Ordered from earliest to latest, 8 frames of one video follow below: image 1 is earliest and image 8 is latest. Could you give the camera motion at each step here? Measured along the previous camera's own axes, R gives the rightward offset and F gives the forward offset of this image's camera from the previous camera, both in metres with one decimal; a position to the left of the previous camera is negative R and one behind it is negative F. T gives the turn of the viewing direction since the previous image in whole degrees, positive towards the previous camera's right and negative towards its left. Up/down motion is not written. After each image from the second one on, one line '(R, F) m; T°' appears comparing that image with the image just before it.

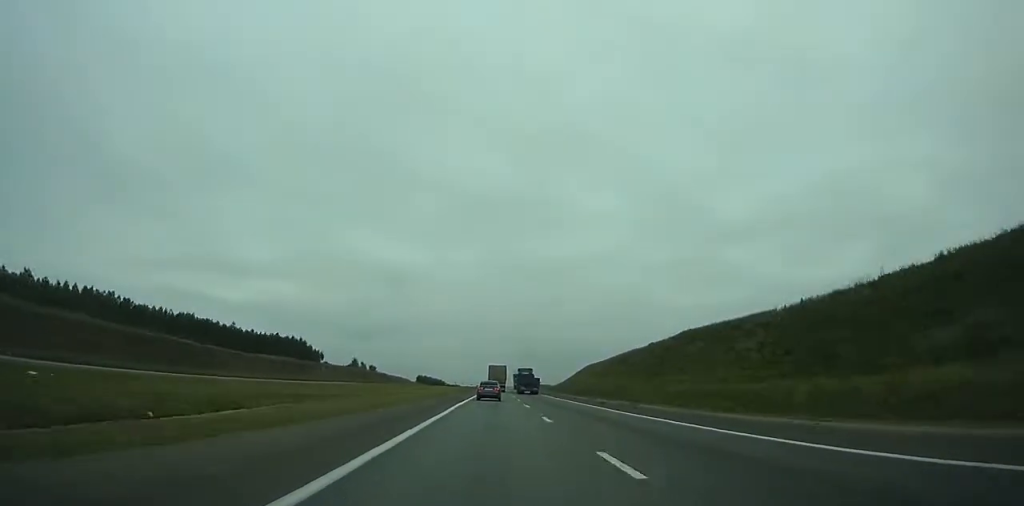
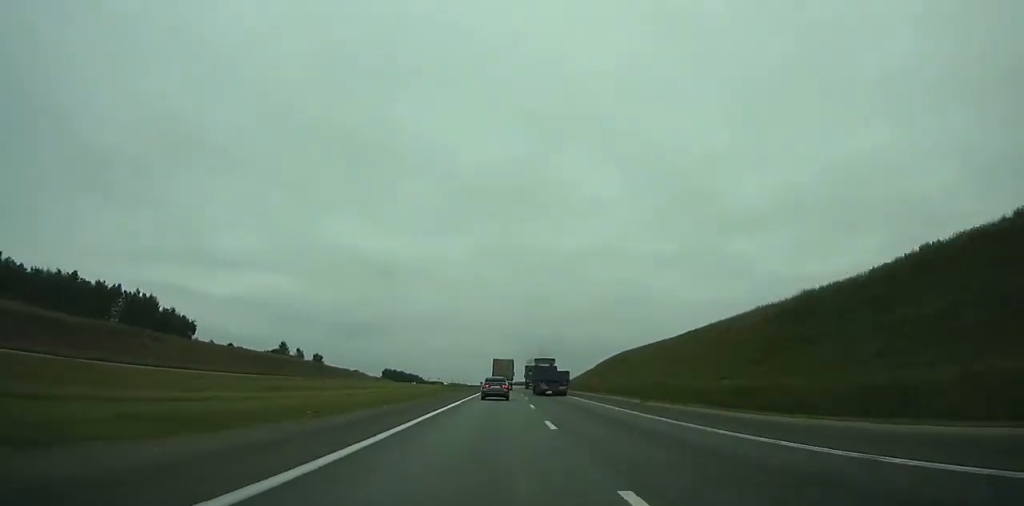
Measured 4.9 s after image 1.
(+2.2, +120.7) m; +2°
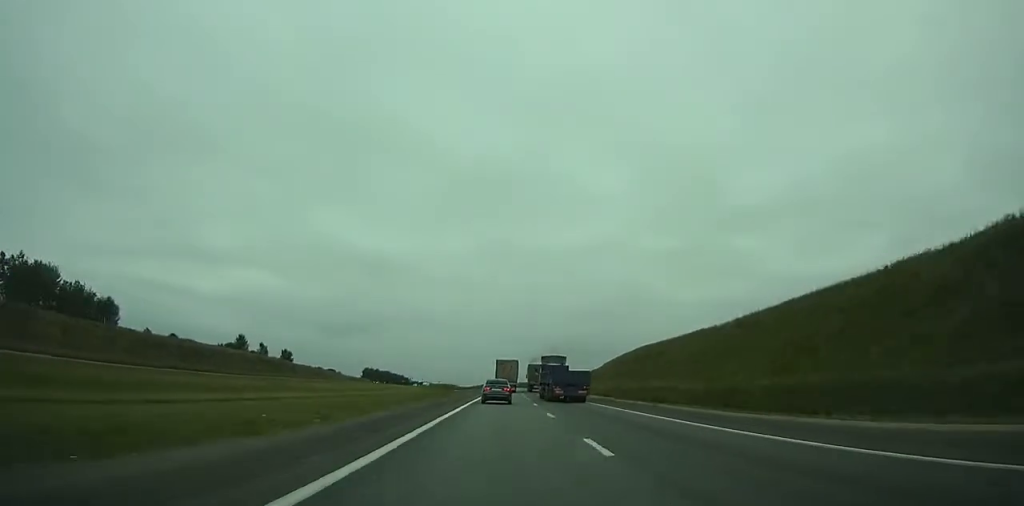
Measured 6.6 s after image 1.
(+0.3, +41.1) m; +1°
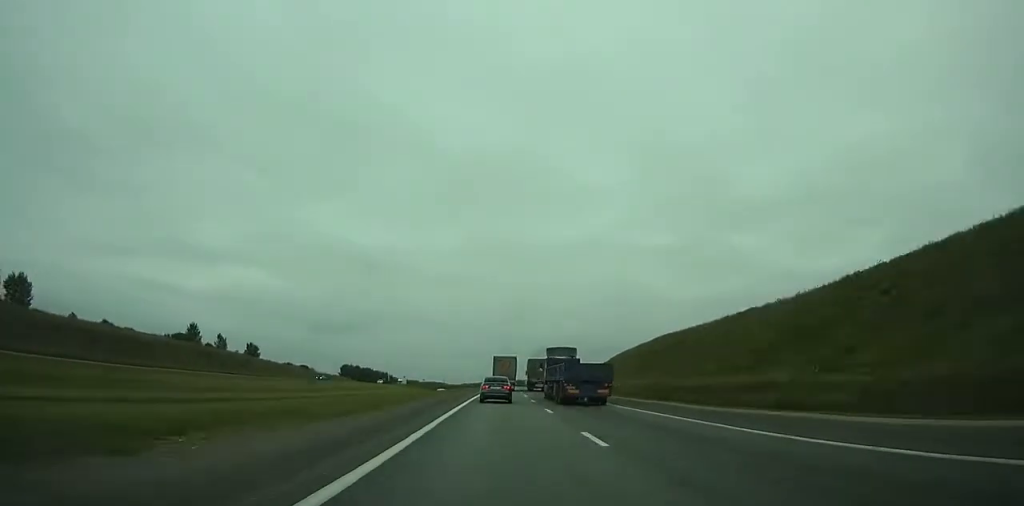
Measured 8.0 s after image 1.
(+0.1, +33.6) m; +1°
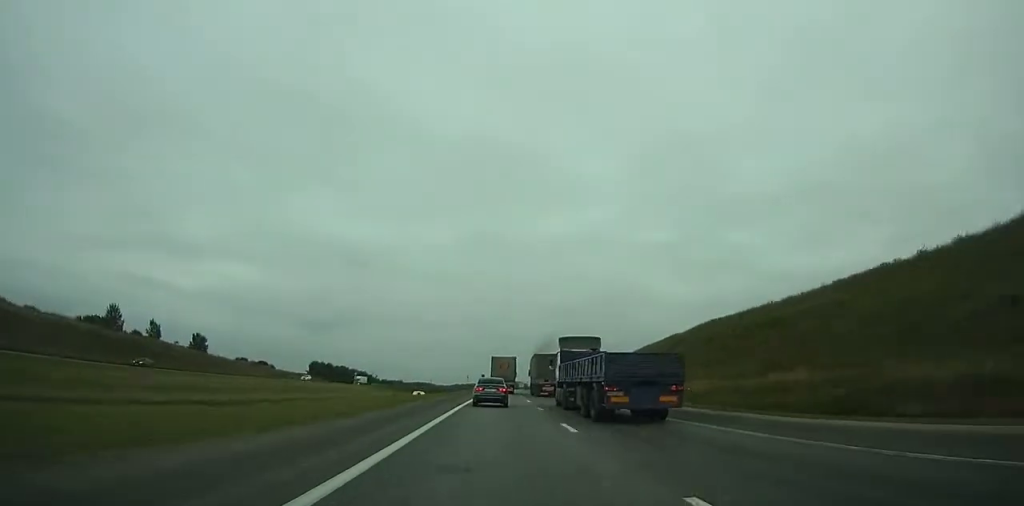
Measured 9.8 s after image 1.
(+0.4, +42.6) m; +1°
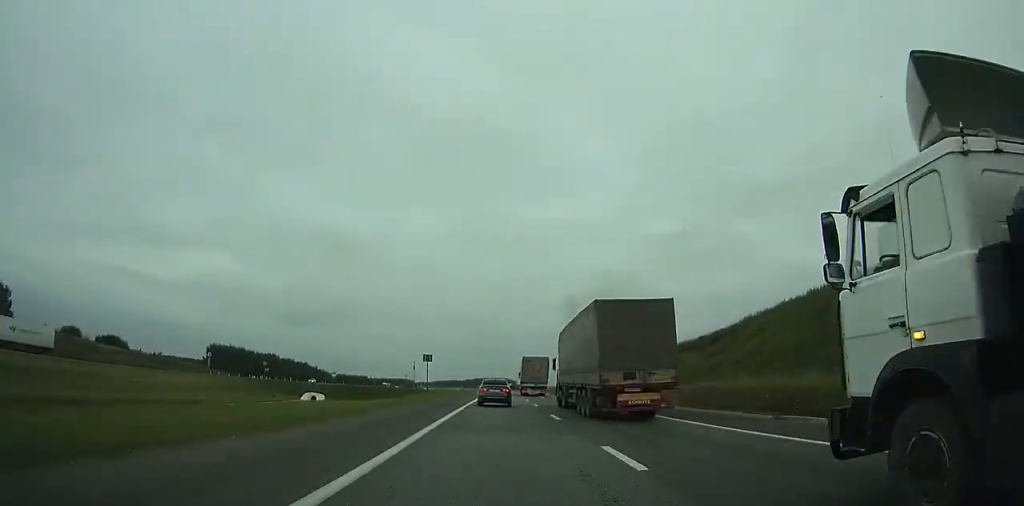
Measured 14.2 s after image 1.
(+1.5, +102.5) m; +2°
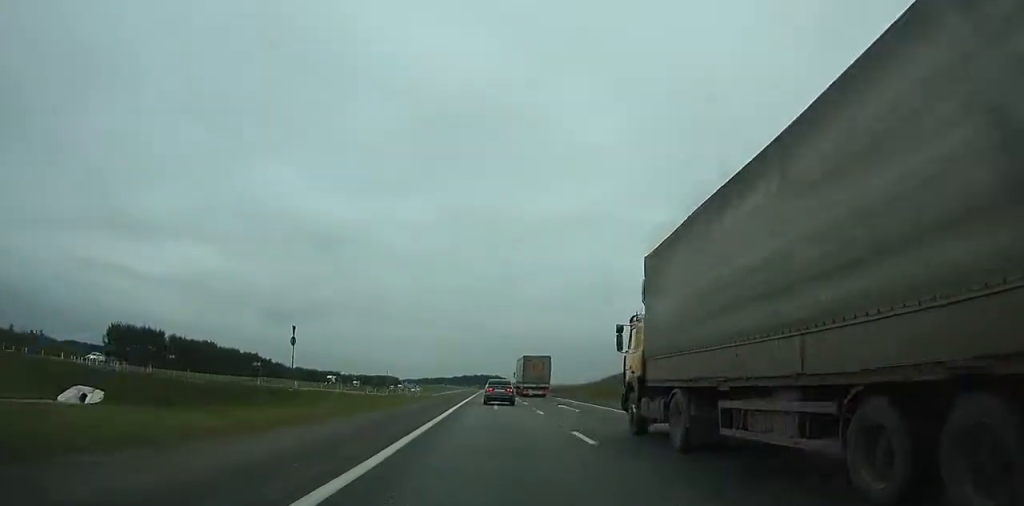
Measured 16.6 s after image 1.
(+0.5, +56.1) m; +1°
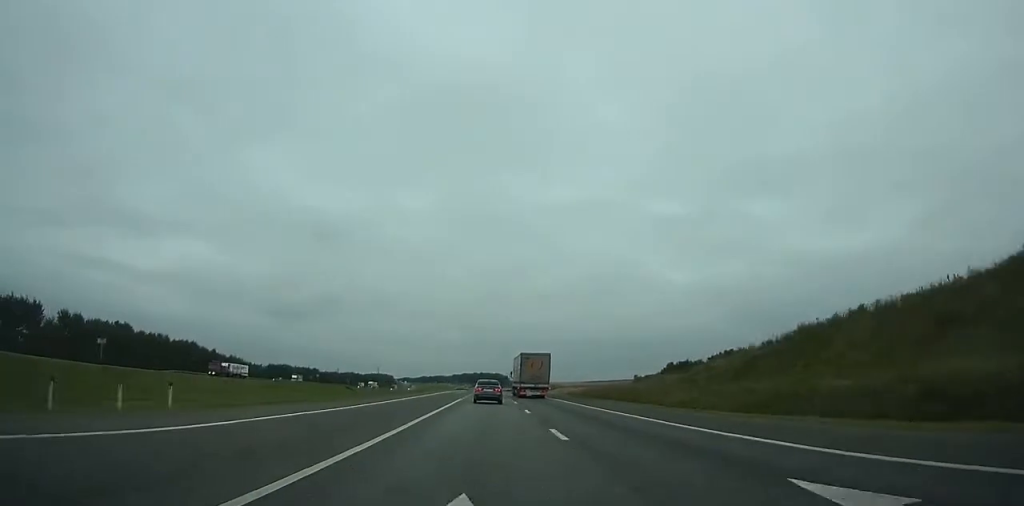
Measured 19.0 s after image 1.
(+0.2, +57.4) m; 0°
